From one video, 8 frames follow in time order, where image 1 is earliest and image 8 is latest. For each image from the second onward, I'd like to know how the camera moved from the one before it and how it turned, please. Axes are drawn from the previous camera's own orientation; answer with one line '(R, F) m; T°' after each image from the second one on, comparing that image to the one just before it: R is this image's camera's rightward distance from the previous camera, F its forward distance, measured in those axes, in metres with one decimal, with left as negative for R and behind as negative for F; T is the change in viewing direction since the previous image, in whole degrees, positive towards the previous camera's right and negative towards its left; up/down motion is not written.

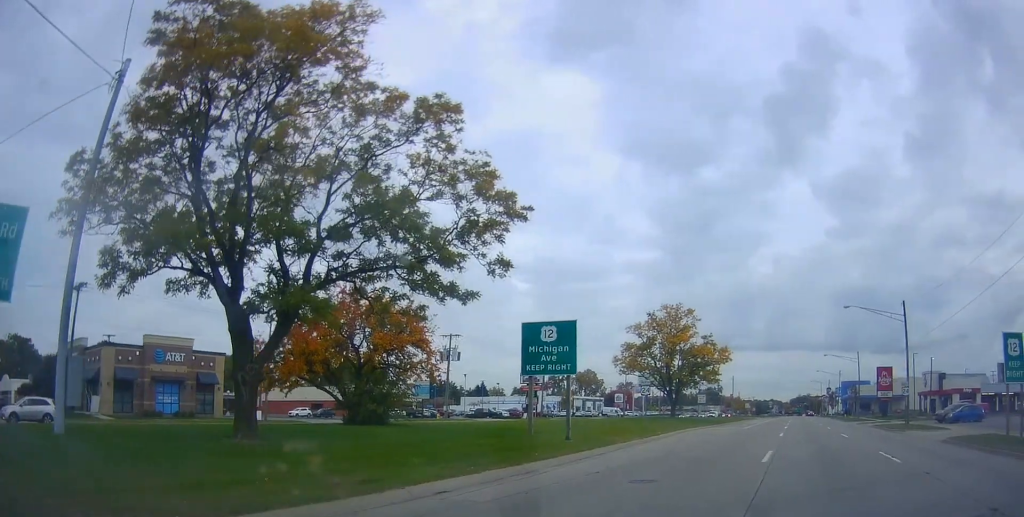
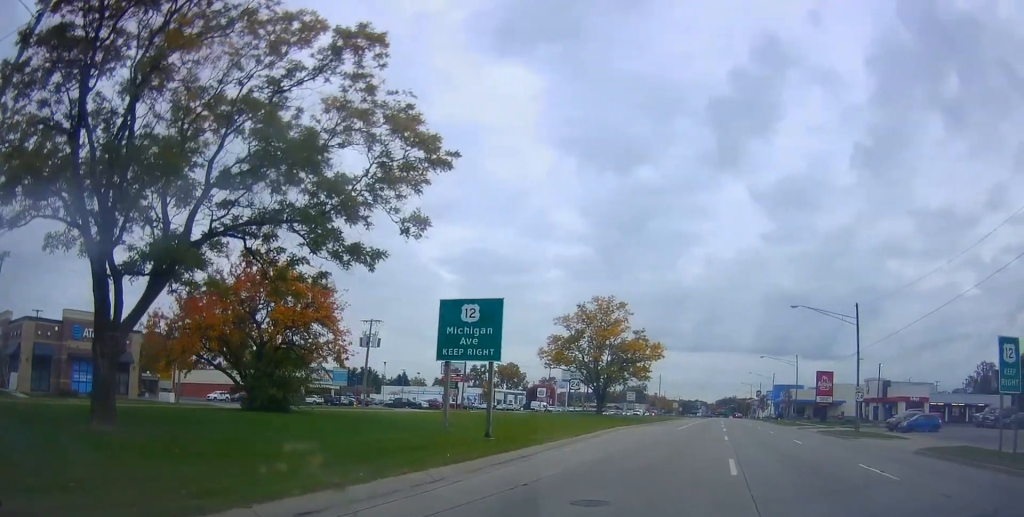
(+0.2, +1.9) m; +7°
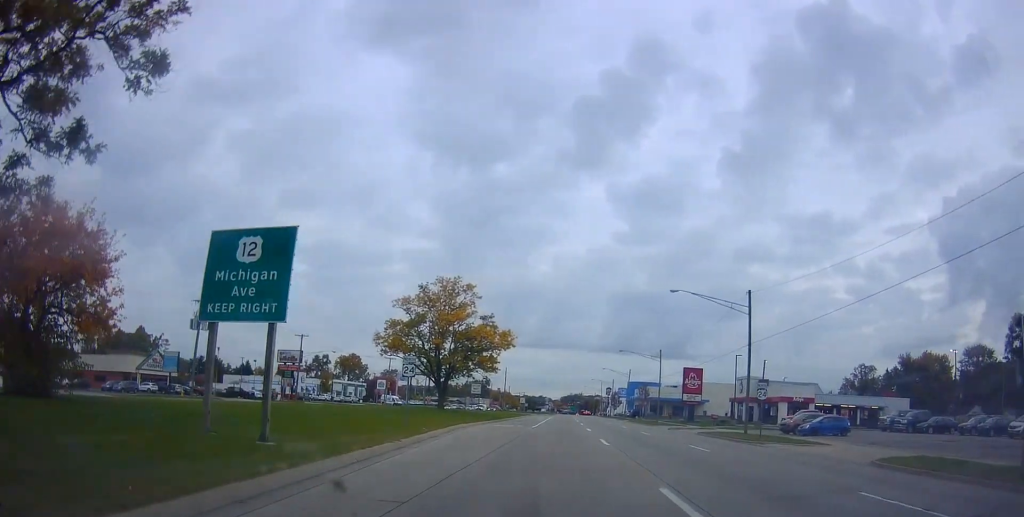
(+0.5, +4.4) m; +12°
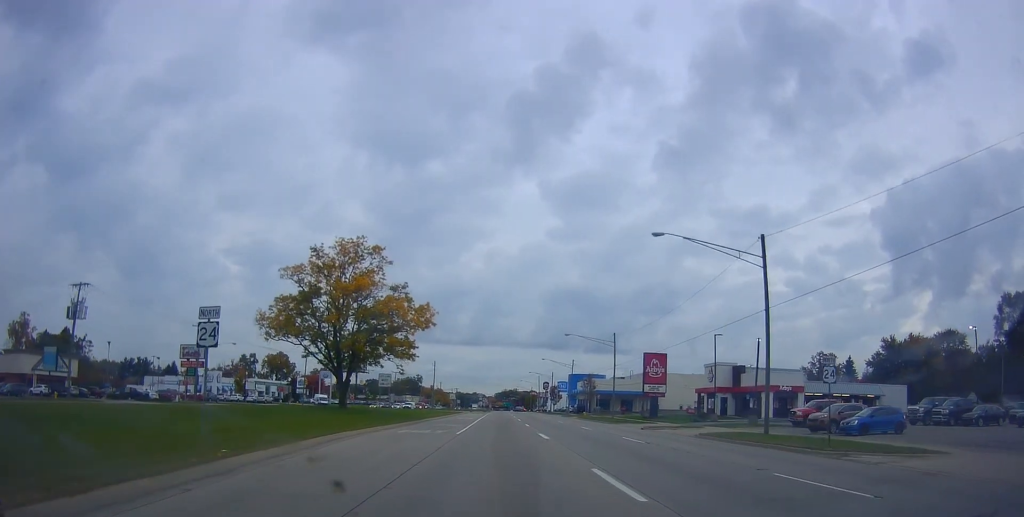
(+1.2, +9.2) m; +11°
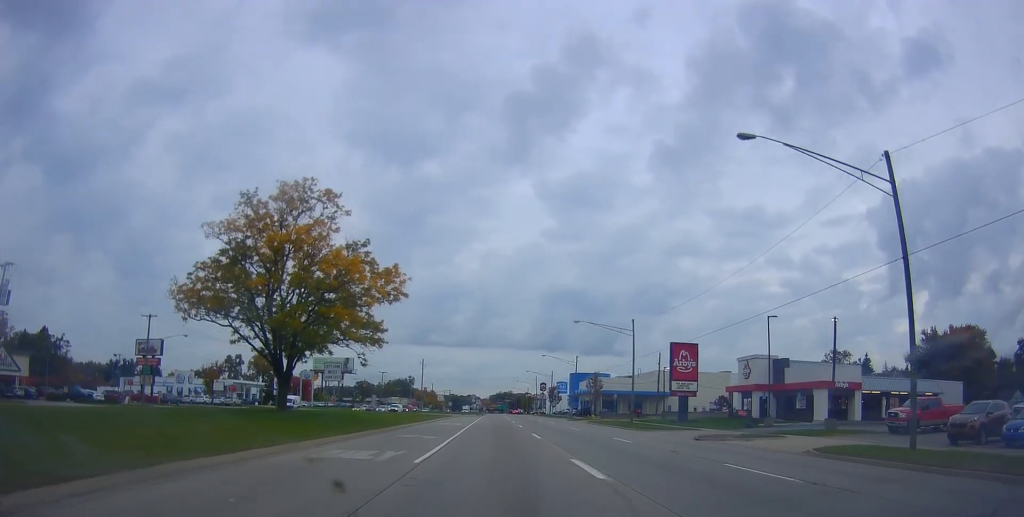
(+0.4, +8.5) m; +6°
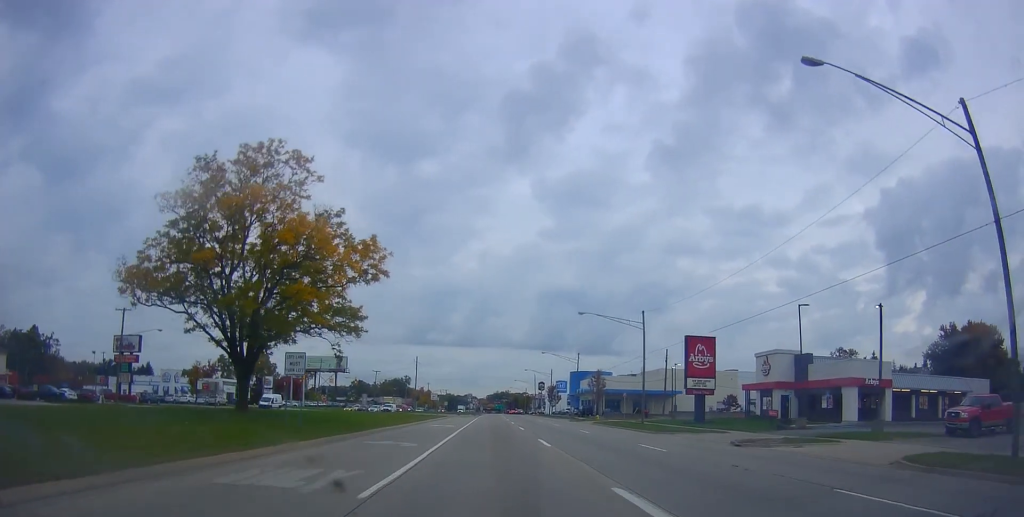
(0.0, +3.7) m; +2°
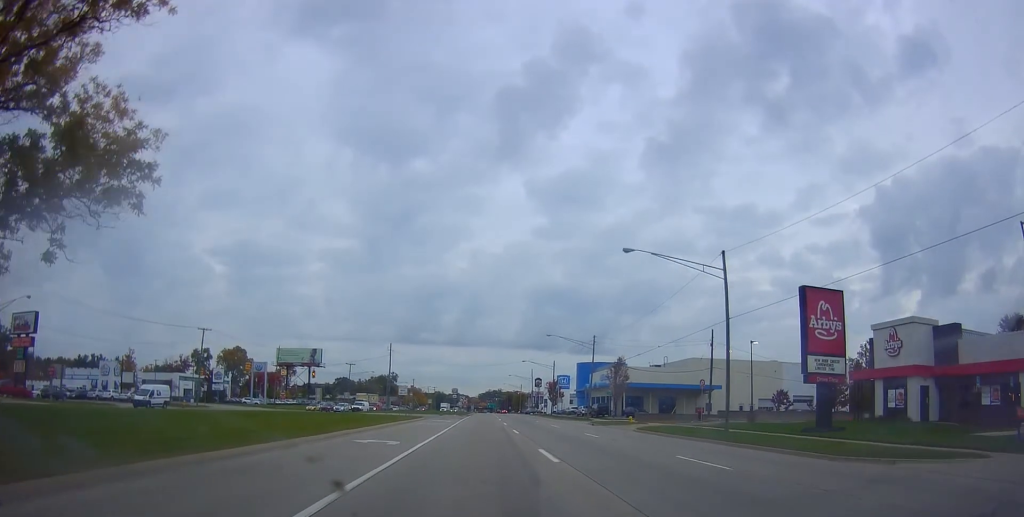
(+1.3, +16.8) m; +6°
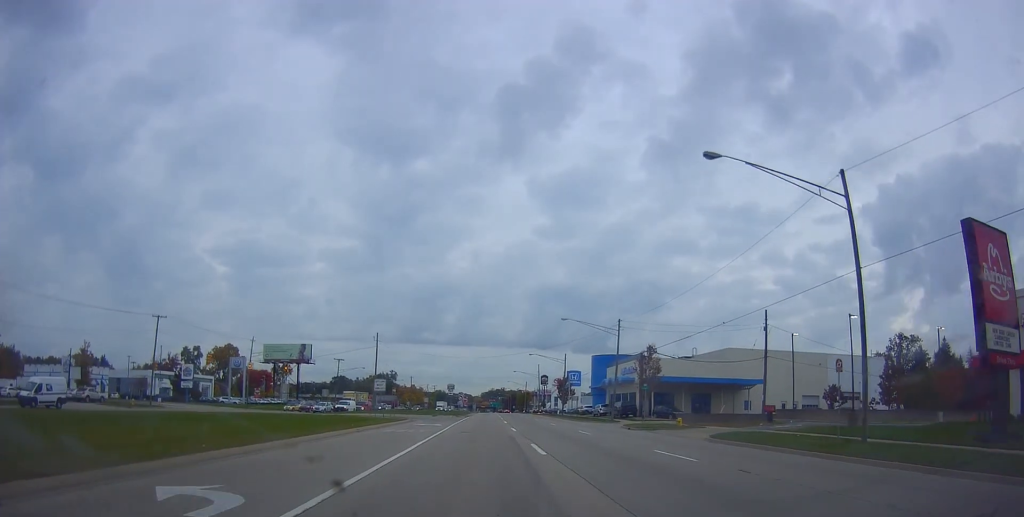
(+0.1, +11.8) m; 0°
